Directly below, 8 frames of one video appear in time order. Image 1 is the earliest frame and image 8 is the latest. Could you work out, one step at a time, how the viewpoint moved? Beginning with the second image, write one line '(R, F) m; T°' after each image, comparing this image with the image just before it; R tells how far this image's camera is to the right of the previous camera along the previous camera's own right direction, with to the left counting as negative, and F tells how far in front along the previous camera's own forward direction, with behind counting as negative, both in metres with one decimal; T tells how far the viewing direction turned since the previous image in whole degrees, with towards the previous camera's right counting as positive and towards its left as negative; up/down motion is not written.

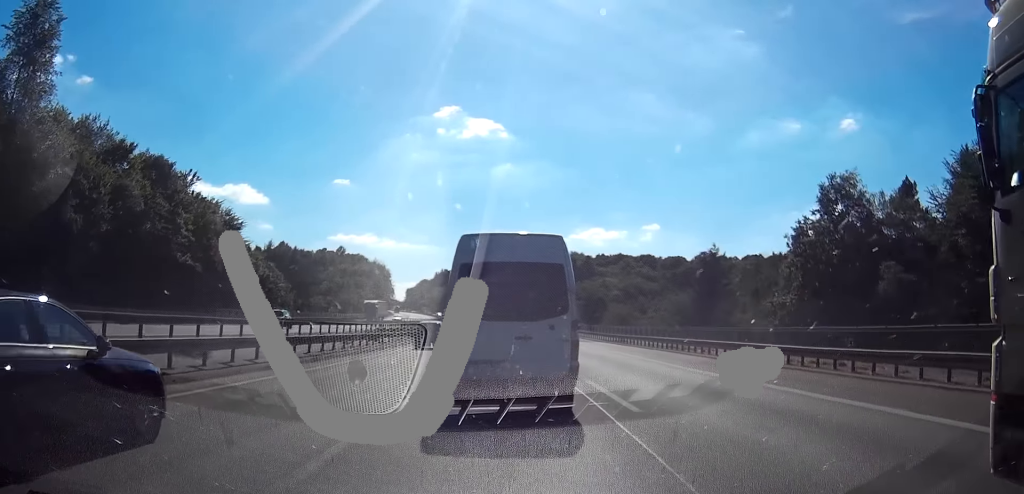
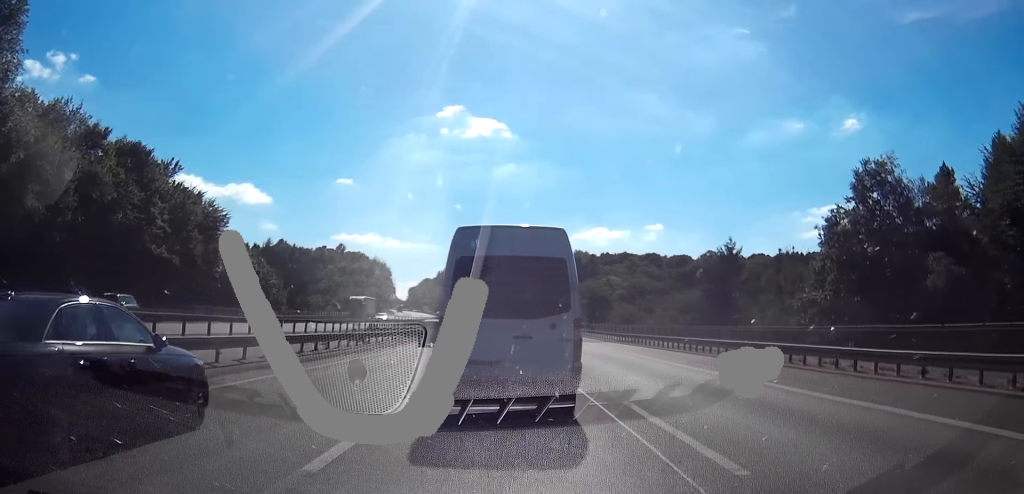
(0.0, +4.7) m; +1°
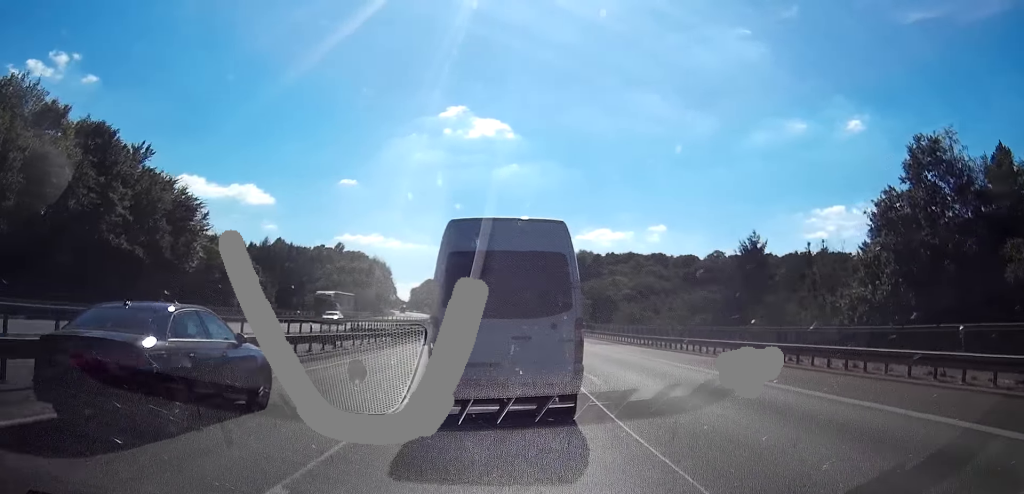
(0.0, +6.3) m; +2°
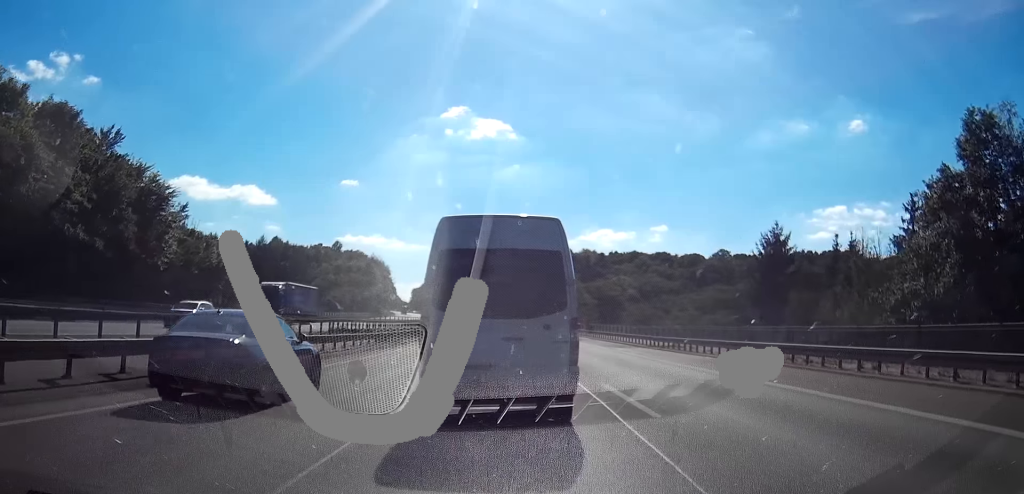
(+0.1, +5.8) m; +1°
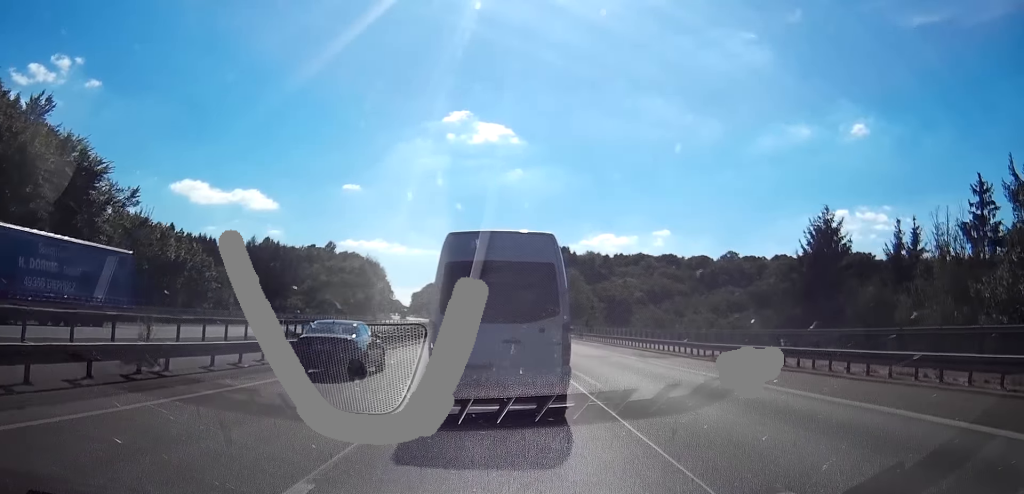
(+0.1, +11.4) m; +1°
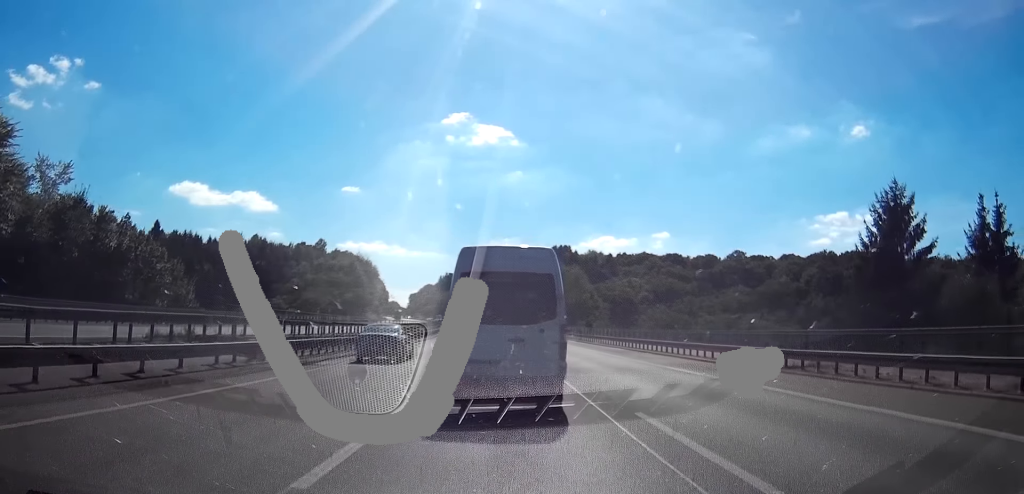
(+0.1, +12.0) m; +2°
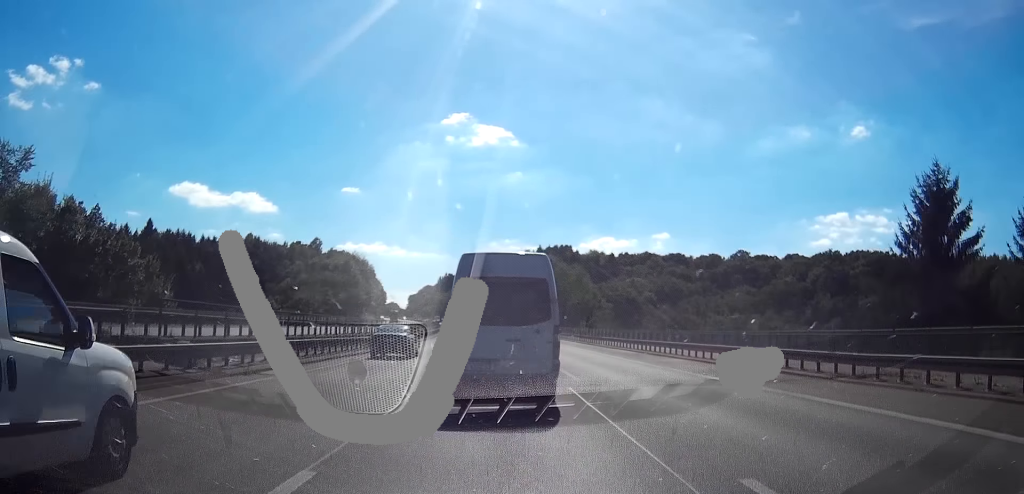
(+0.1, +5.8) m; -1°
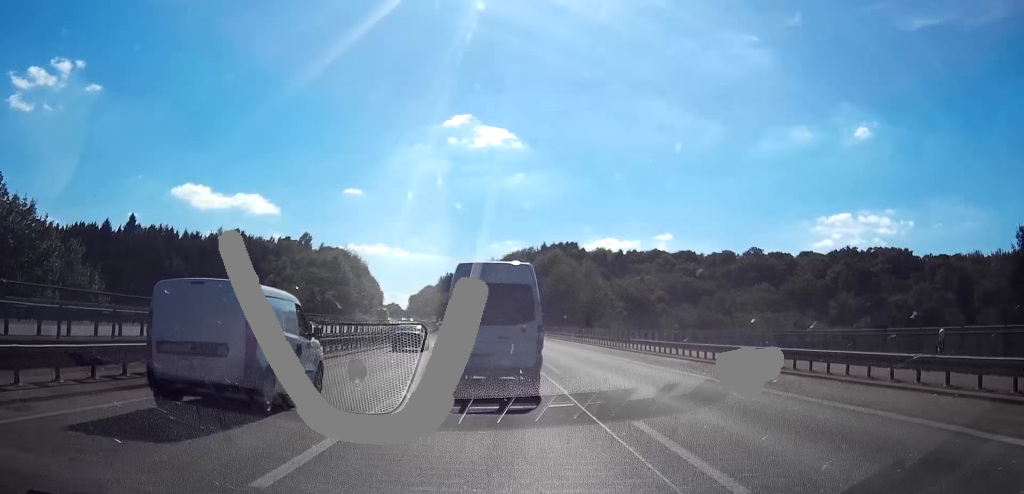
(-0.7, +15.3) m; -5°
